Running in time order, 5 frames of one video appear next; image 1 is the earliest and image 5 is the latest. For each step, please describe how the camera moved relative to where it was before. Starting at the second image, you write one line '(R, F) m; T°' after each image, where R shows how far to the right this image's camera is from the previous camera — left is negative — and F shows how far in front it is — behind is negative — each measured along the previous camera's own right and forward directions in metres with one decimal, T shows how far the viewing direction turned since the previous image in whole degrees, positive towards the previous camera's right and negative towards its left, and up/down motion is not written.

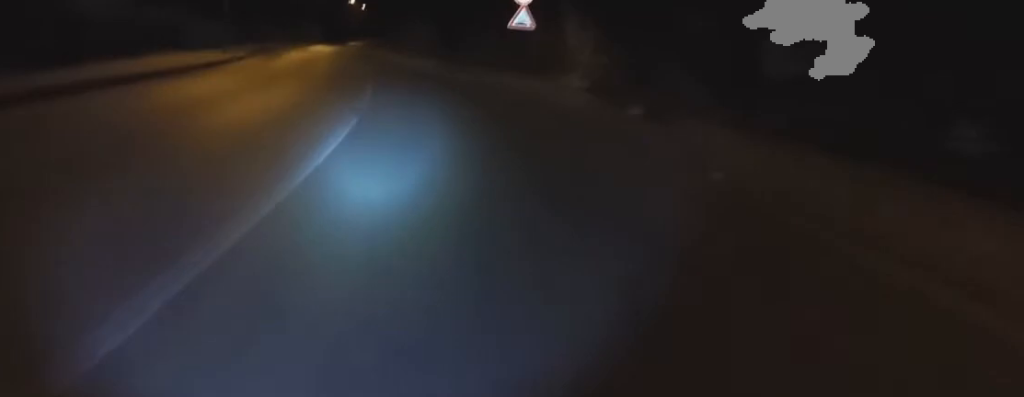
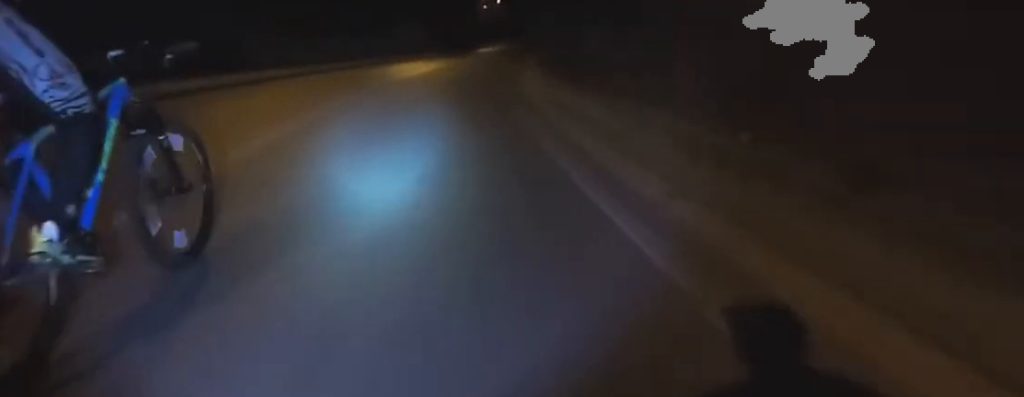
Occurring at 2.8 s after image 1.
(-0.7, +31.6) m; -1°
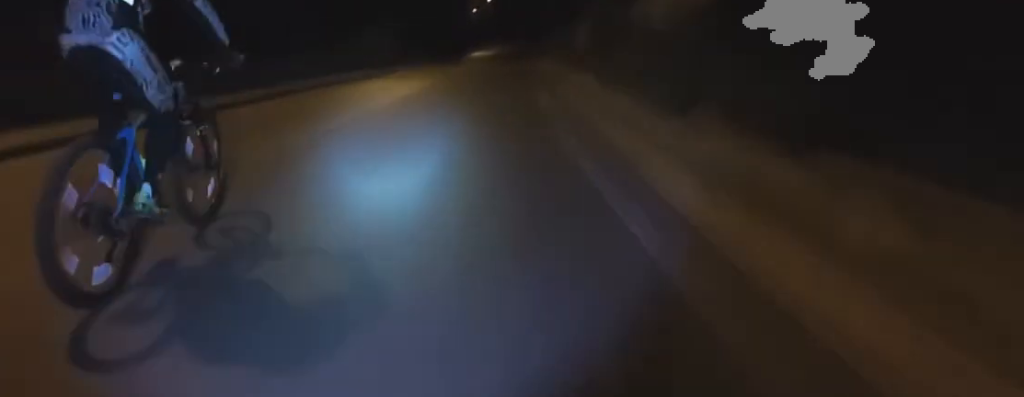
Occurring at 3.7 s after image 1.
(0.0, +10.9) m; -2°
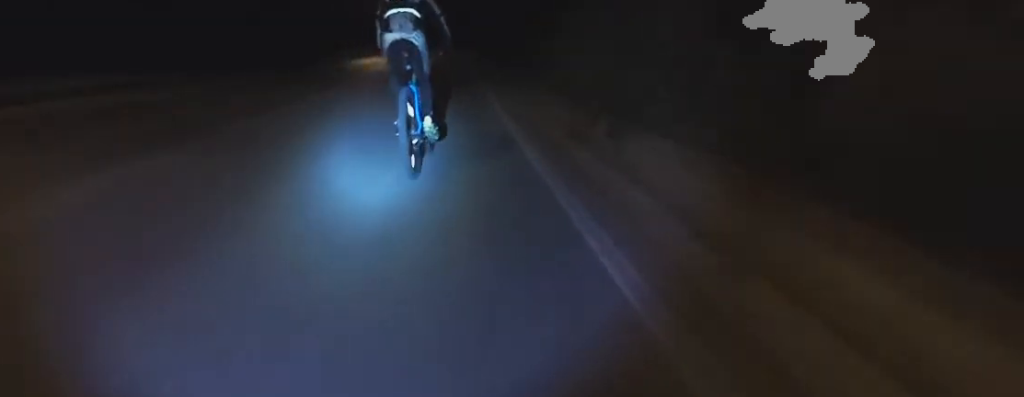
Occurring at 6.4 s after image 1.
(-0.8, +29.7) m; +3°
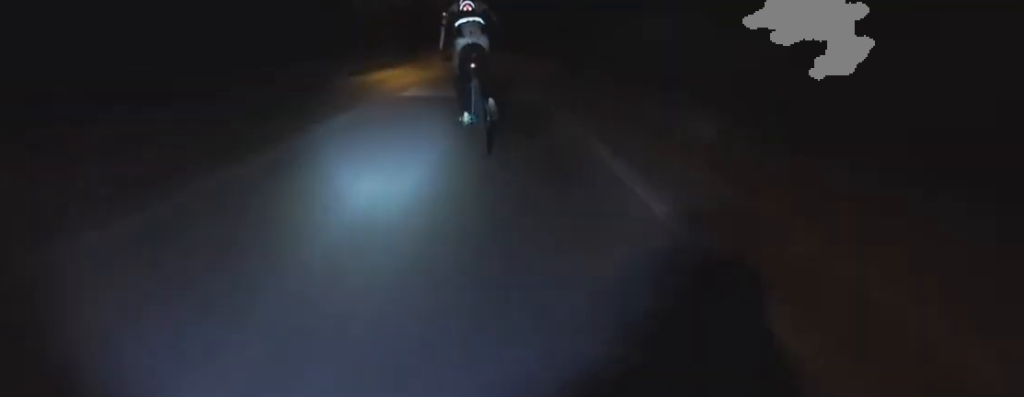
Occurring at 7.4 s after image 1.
(+0.2, +10.9) m; +7°
